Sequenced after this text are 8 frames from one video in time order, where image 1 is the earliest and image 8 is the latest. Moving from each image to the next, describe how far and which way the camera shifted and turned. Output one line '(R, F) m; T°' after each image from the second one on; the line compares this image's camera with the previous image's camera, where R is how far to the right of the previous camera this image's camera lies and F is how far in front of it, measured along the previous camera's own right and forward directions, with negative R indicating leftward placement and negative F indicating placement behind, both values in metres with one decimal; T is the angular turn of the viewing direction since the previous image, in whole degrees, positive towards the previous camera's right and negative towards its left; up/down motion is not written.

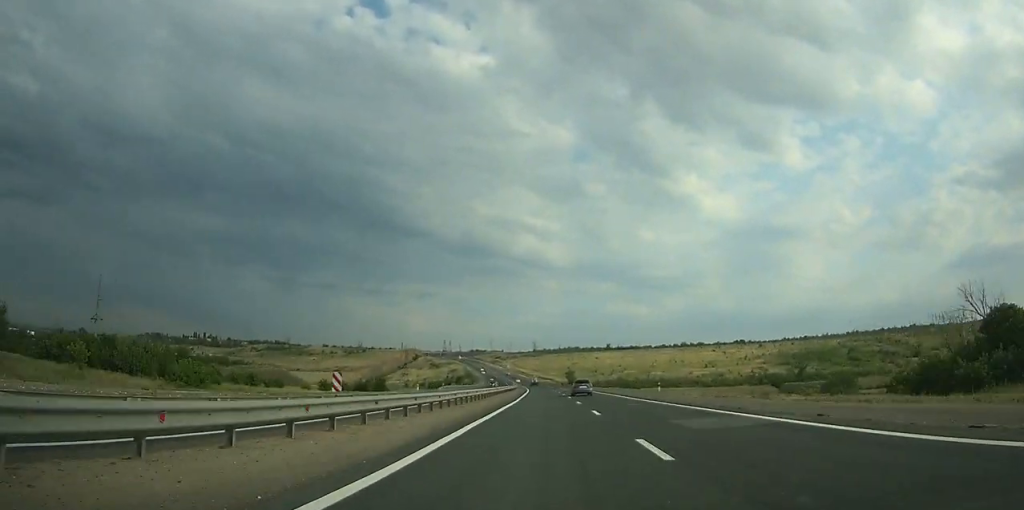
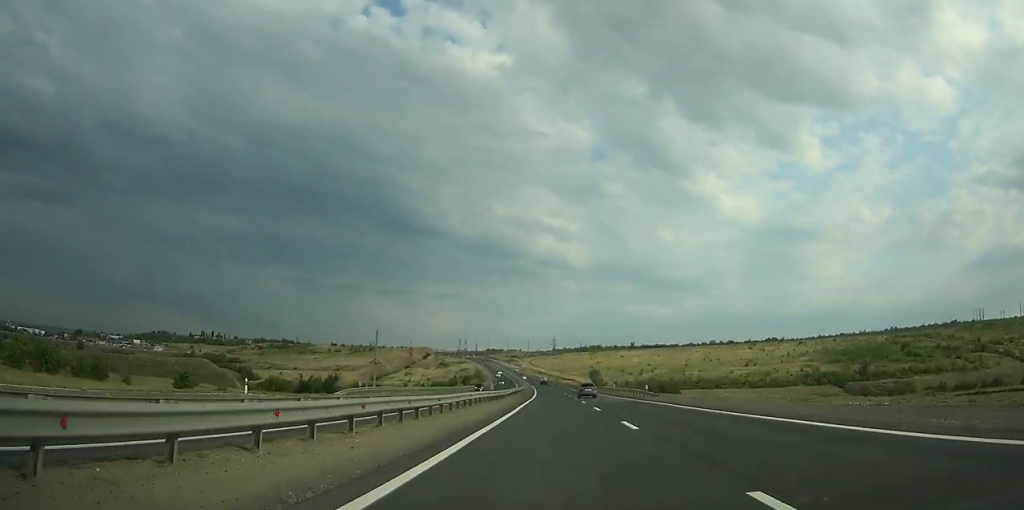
(-0.7, +54.1) m; -1°
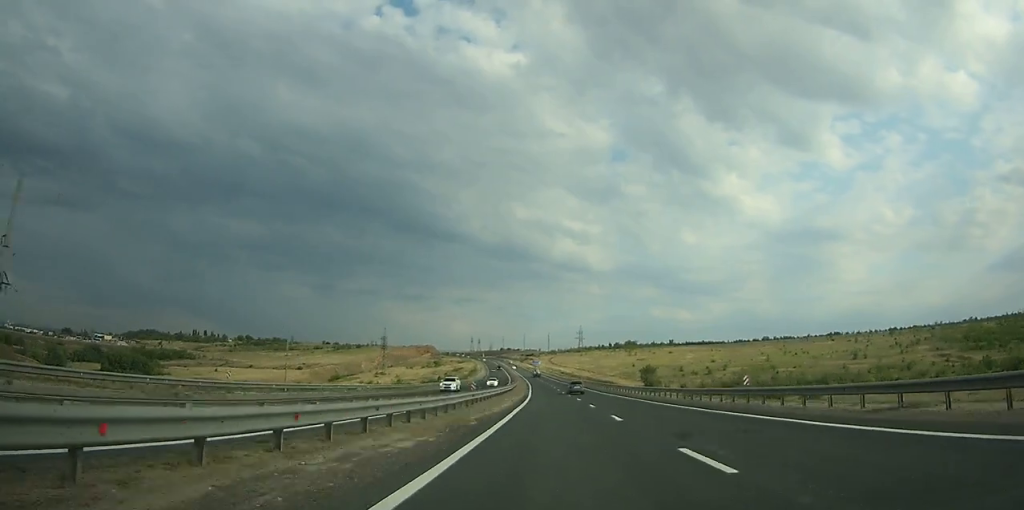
(-3.2, +124.8) m; -3°
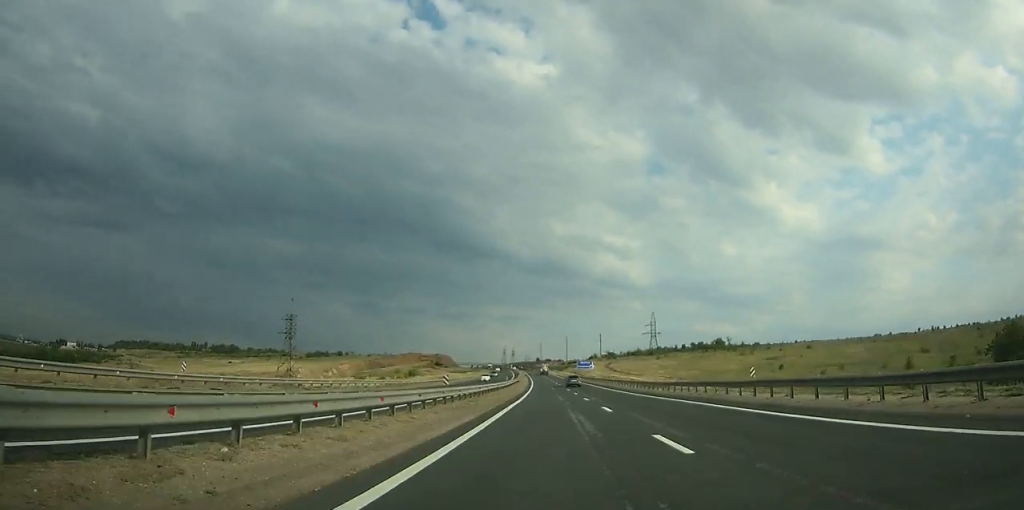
(-5.9, +167.0) m; -4°
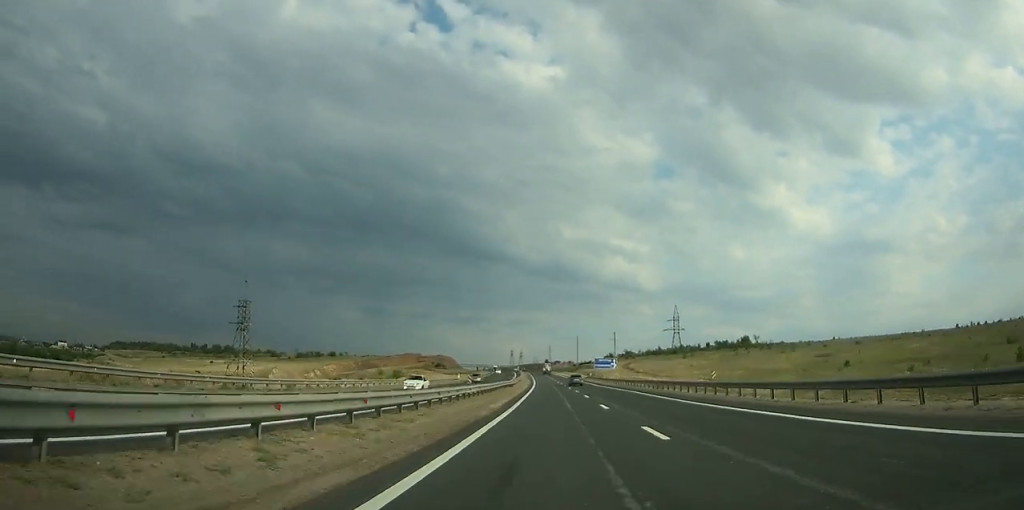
(-0.4, +34.4) m; -1°
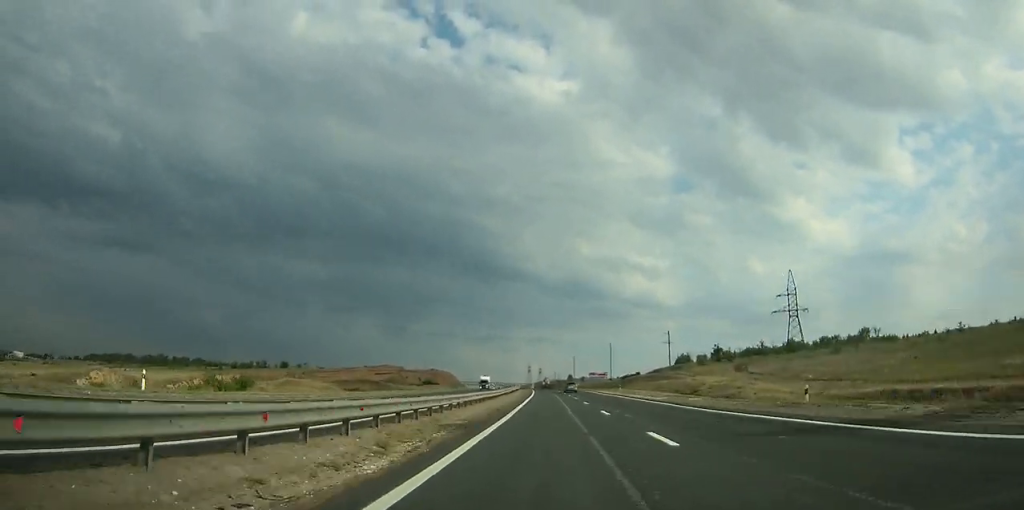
(-2.2, +109.3) m; -3°
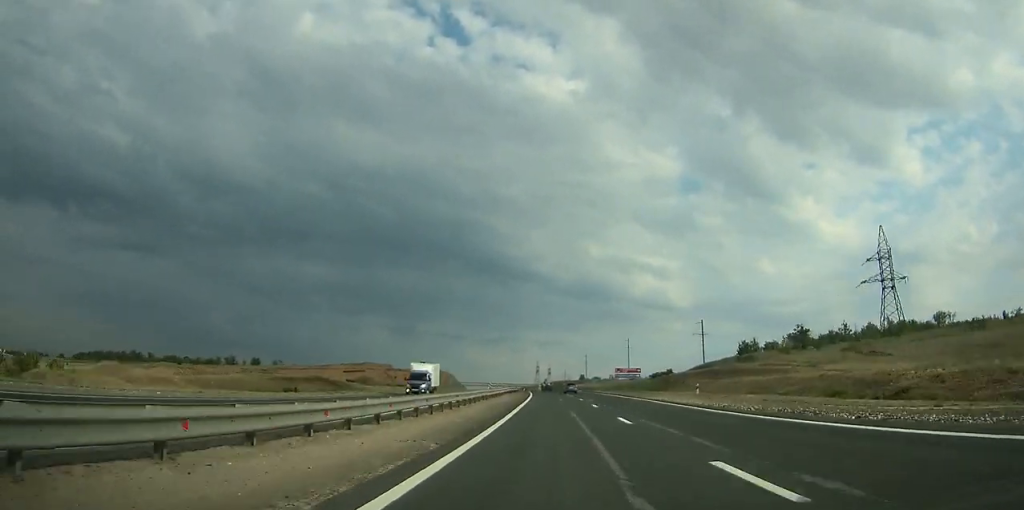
(-0.7, +40.7) m; -1°
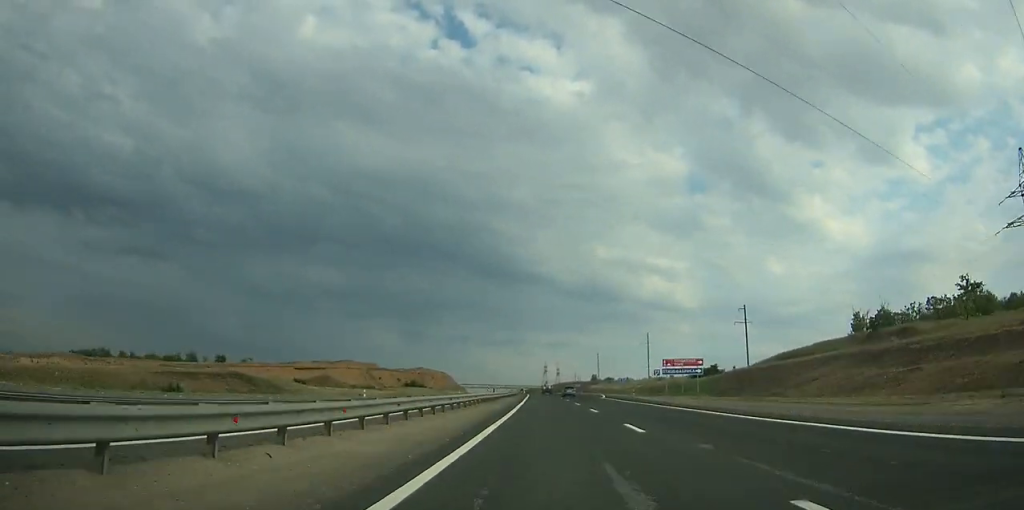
(-0.1, +37.8) m; -1°
